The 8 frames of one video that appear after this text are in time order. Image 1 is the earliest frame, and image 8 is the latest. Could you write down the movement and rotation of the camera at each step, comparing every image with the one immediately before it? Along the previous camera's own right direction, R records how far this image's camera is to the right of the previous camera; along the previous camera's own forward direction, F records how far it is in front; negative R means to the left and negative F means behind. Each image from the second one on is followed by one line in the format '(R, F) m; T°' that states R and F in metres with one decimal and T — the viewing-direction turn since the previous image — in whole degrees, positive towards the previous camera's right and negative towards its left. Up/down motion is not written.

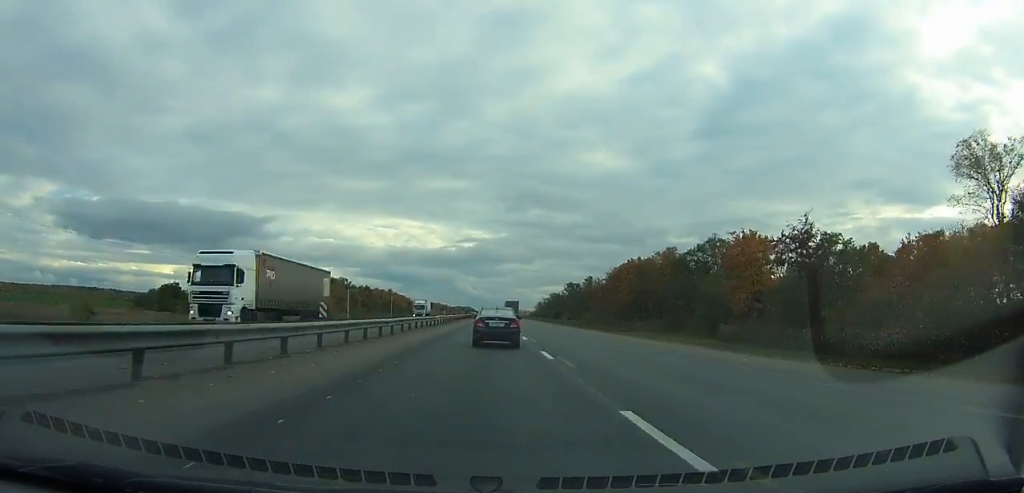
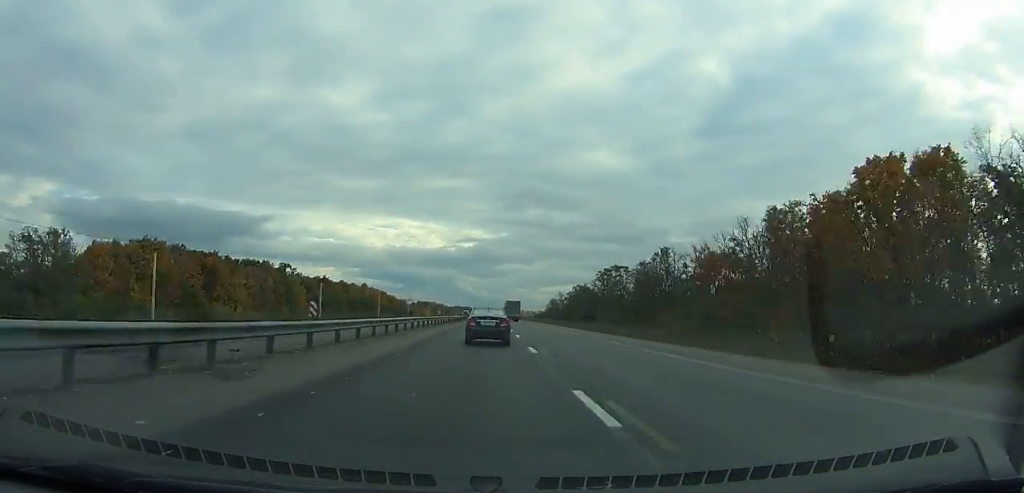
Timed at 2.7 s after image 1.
(-0.5, +82.1) m; 0°
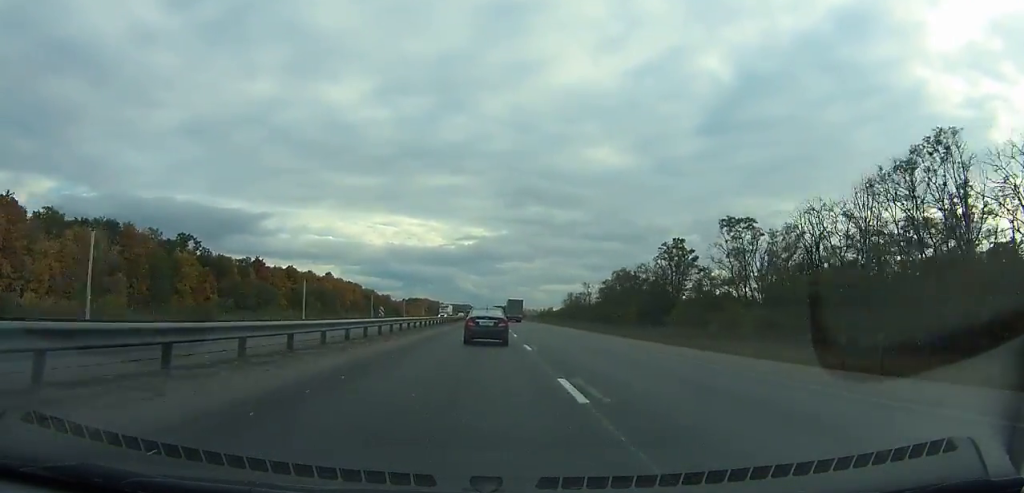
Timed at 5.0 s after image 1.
(0.0, +70.2) m; 0°
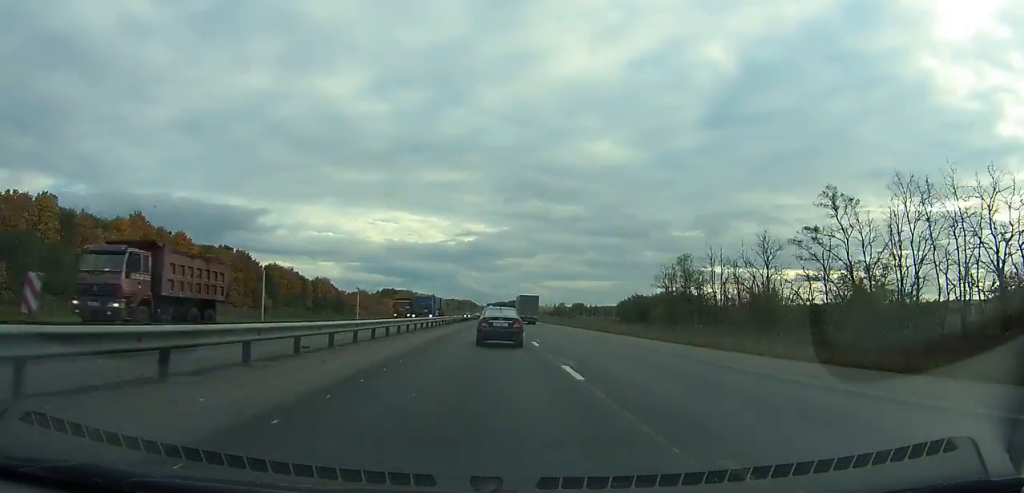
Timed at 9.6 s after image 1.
(-0.7, +141.2) m; 0°
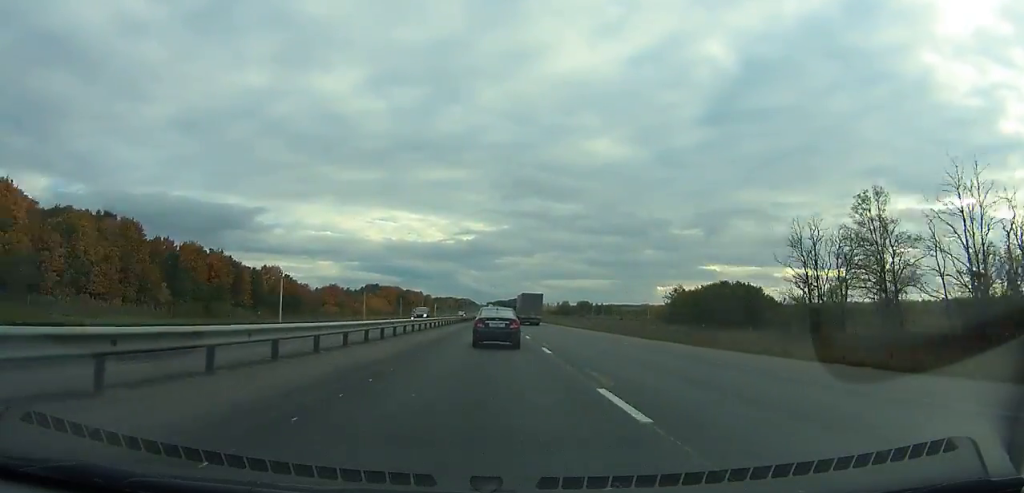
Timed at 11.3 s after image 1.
(0.0, +52.3) m; 0°
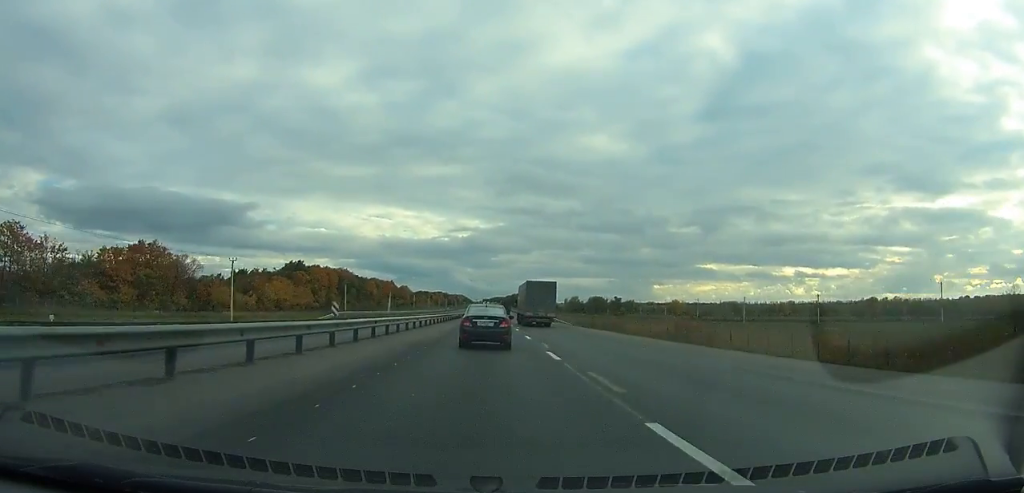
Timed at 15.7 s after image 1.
(+0.2, +135.1) m; 0°
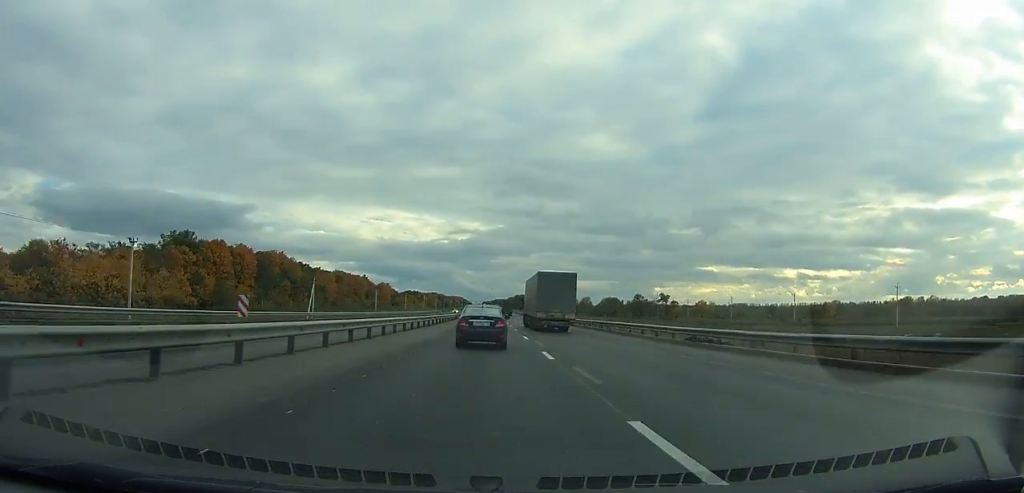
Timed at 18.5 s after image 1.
(-0.1, +85.2) m; 0°
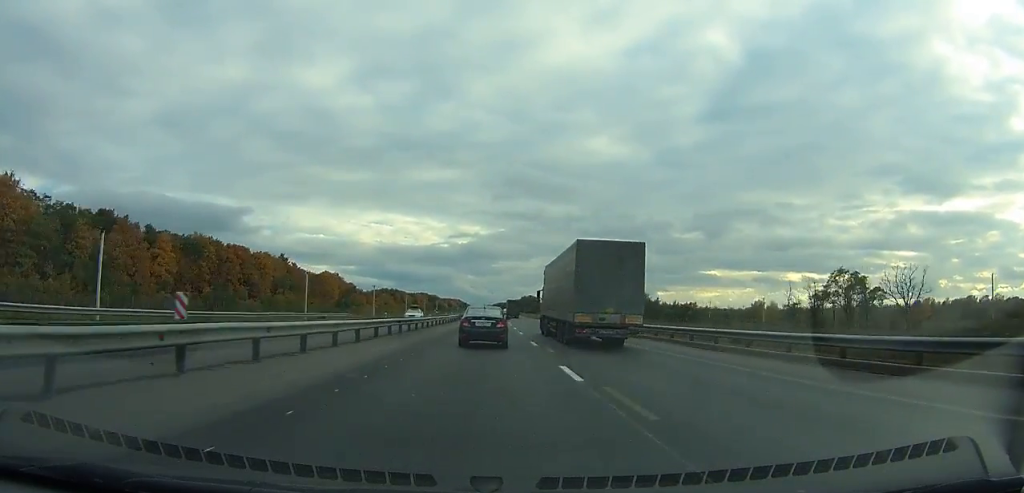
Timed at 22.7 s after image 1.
(0.0, +126.5) m; 0°
